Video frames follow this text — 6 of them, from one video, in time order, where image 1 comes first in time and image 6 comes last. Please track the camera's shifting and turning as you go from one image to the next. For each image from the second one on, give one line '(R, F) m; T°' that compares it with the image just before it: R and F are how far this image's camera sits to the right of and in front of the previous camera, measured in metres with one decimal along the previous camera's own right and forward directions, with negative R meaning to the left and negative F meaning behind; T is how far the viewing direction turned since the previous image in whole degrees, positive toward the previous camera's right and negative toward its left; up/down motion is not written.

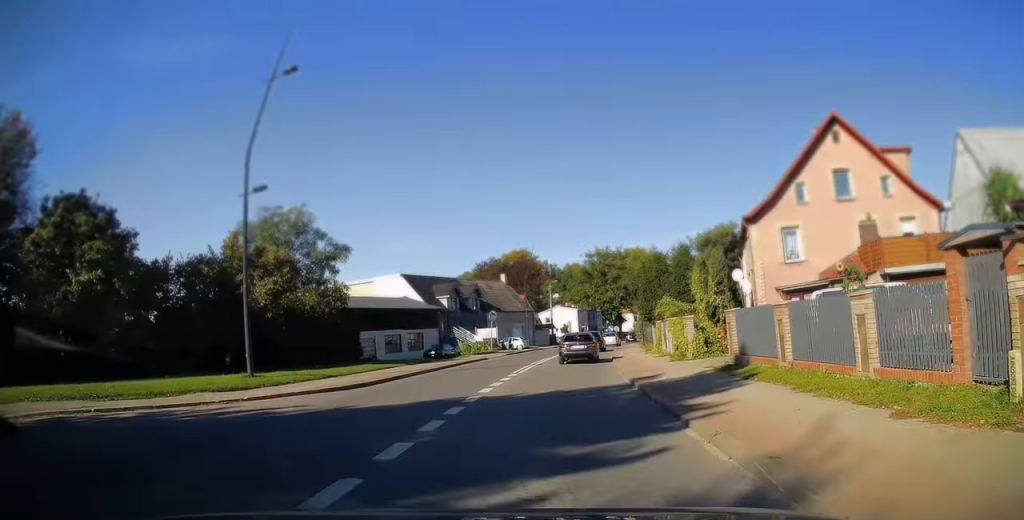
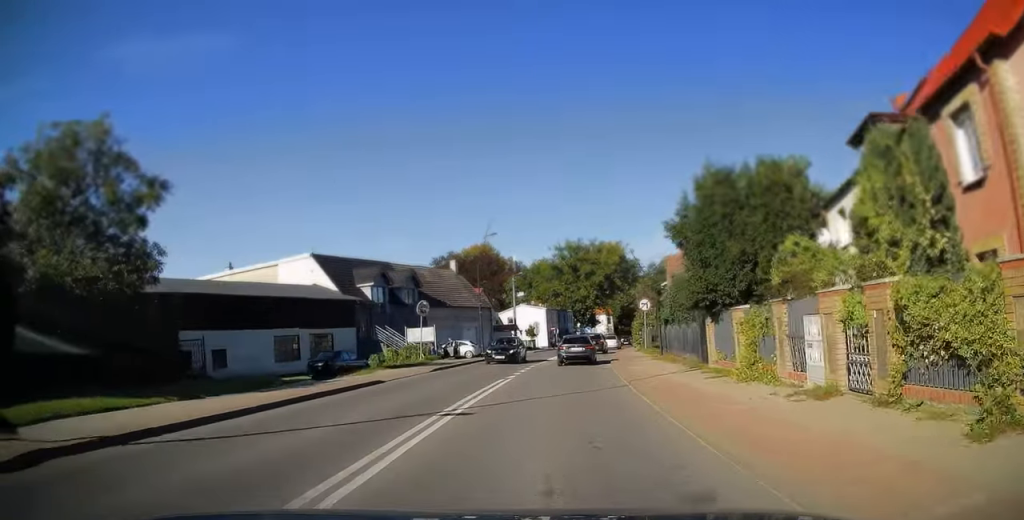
(+0.3, +17.4) m; +3°
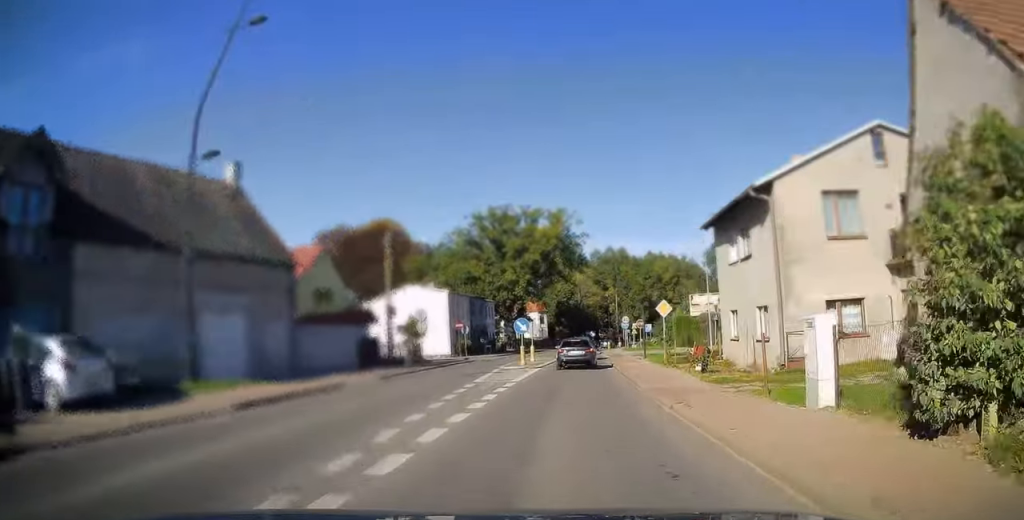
(+2.6, +36.4) m; +7°
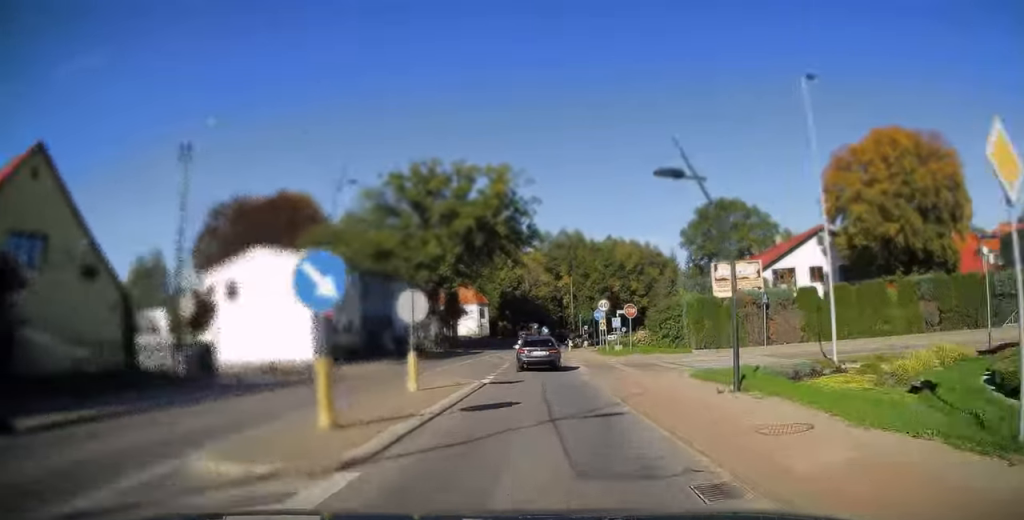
(+0.9, +23.2) m; +4°
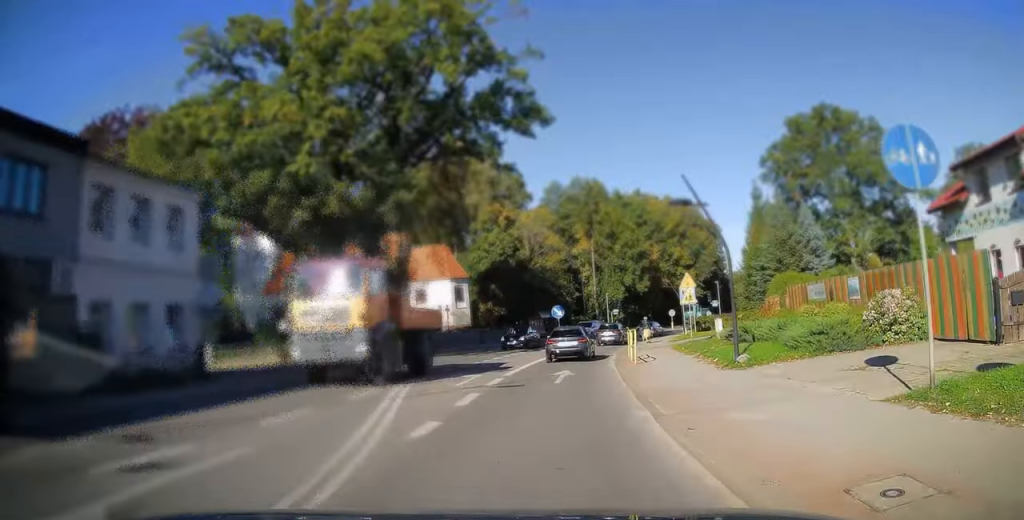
(+0.9, +37.5) m; +3°
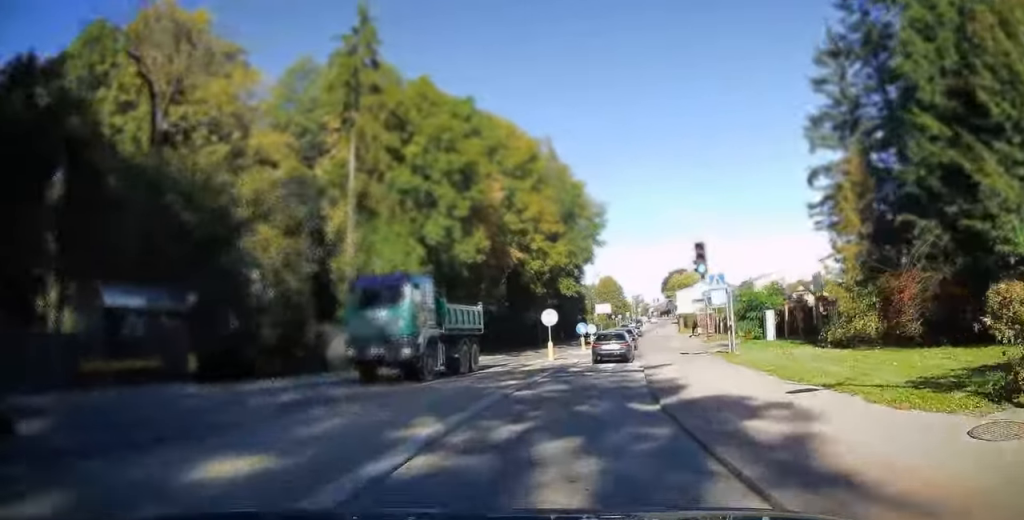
(+5.4, +50.3) m; +16°
